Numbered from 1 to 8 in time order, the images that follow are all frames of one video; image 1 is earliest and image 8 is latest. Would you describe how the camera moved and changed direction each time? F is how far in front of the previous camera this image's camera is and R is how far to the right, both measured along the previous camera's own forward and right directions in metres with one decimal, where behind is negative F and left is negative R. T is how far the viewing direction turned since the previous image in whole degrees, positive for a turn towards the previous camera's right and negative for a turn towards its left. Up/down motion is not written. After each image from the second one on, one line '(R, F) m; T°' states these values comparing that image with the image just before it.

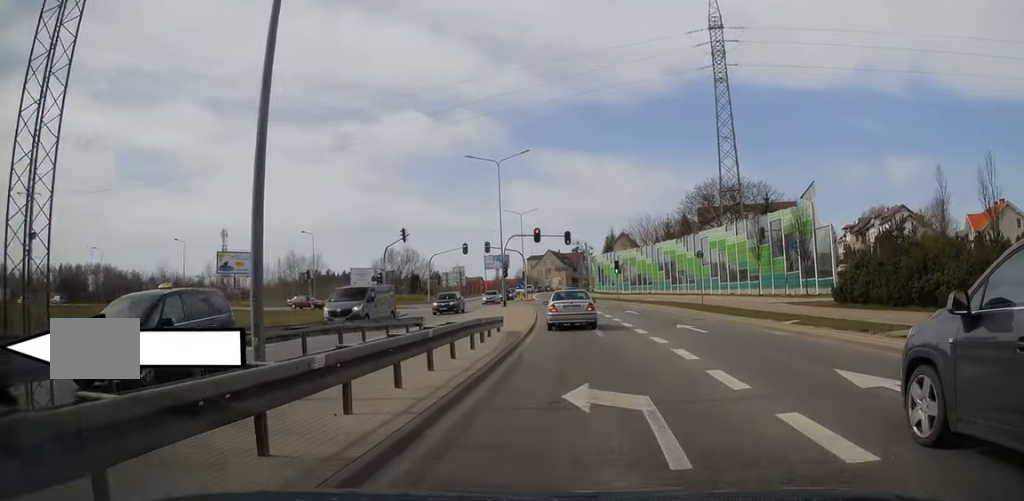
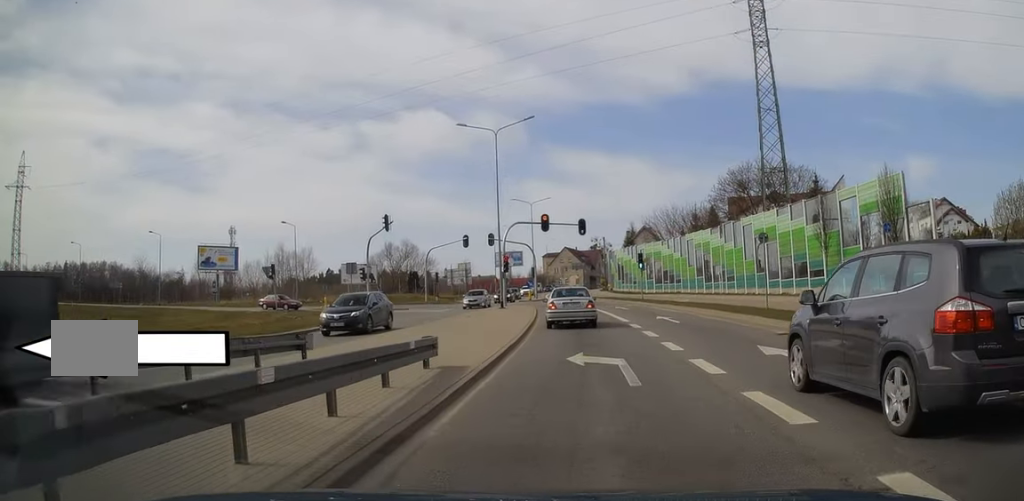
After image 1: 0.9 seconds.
(-0.1, +10.4) m; -1°
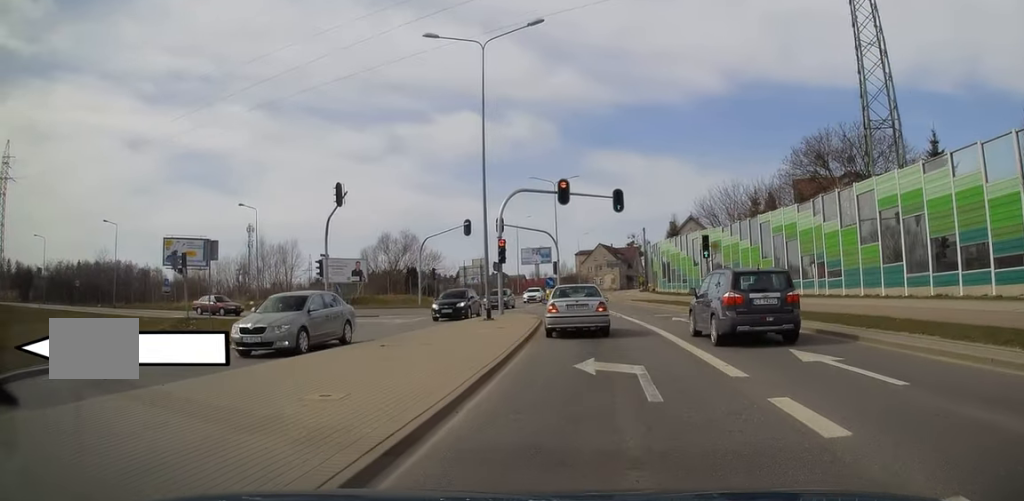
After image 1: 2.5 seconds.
(-0.5, +16.5) m; -3°
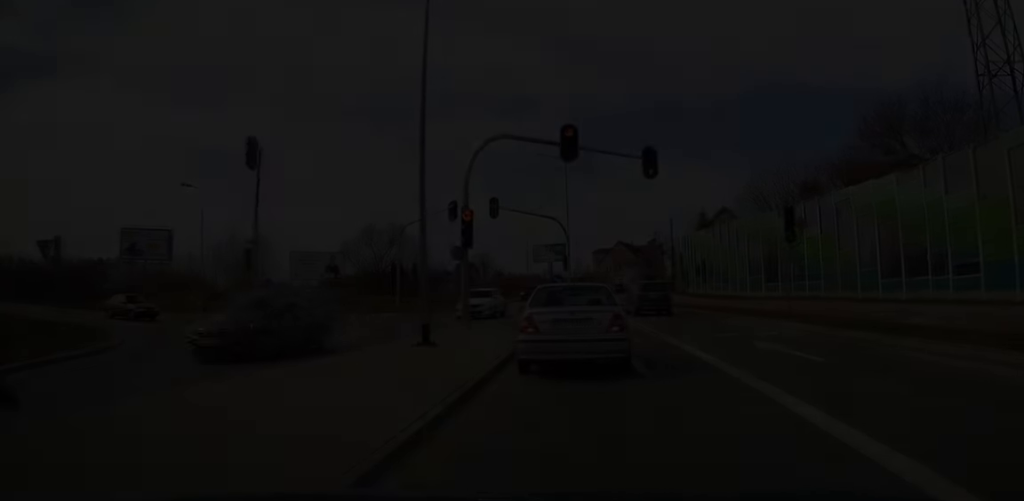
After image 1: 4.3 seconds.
(0.0, +12.0) m; -2°
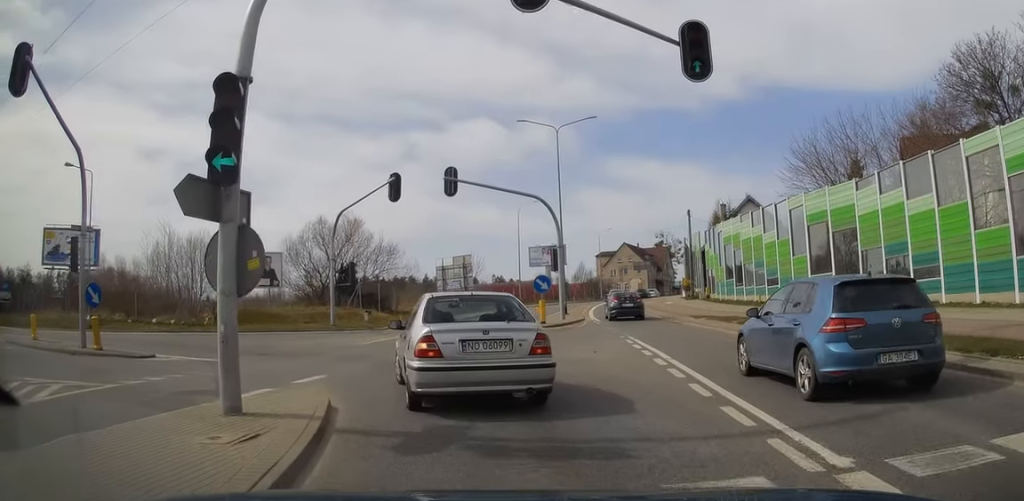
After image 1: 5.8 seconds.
(-0.3, +6.6) m; -3°
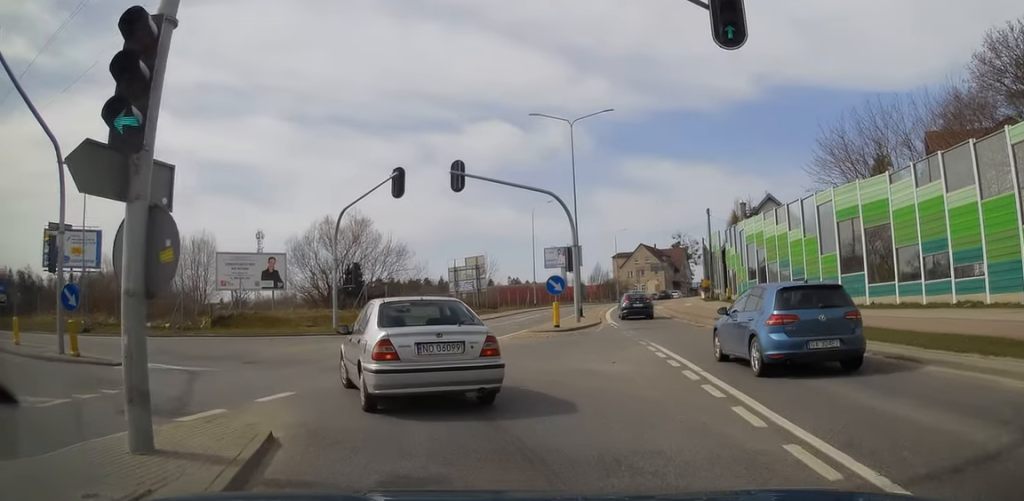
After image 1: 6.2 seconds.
(+0.1, +2.1) m; -1°
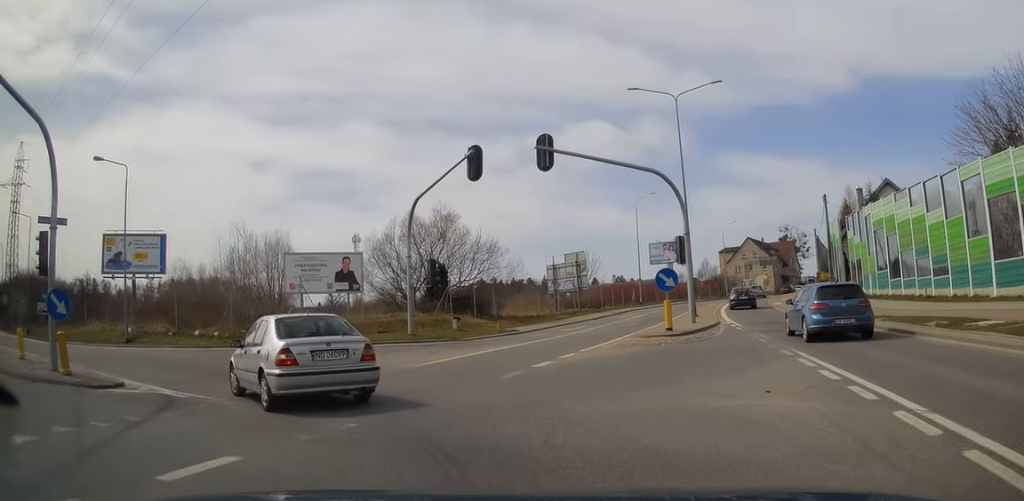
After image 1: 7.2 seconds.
(-0.3, +5.1) m; -11°
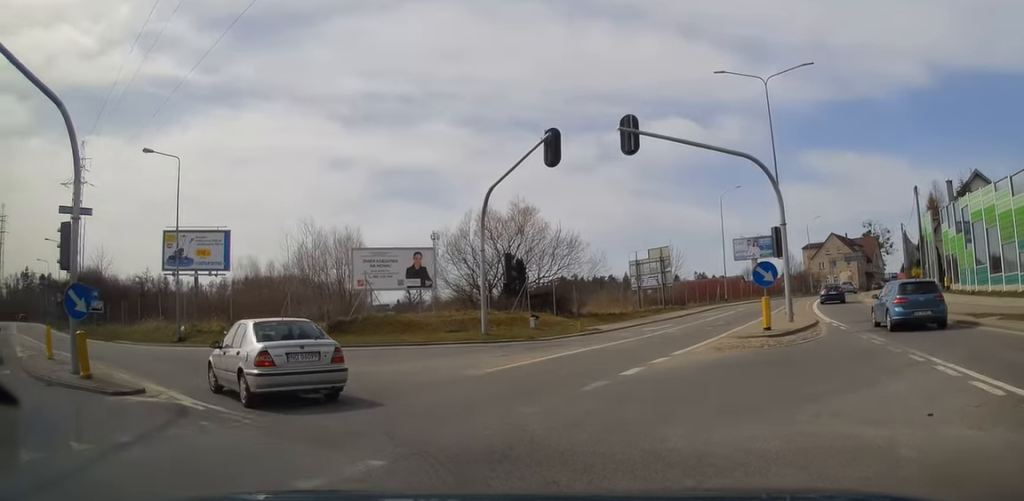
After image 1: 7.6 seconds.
(0.0, +2.2) m; -7°
